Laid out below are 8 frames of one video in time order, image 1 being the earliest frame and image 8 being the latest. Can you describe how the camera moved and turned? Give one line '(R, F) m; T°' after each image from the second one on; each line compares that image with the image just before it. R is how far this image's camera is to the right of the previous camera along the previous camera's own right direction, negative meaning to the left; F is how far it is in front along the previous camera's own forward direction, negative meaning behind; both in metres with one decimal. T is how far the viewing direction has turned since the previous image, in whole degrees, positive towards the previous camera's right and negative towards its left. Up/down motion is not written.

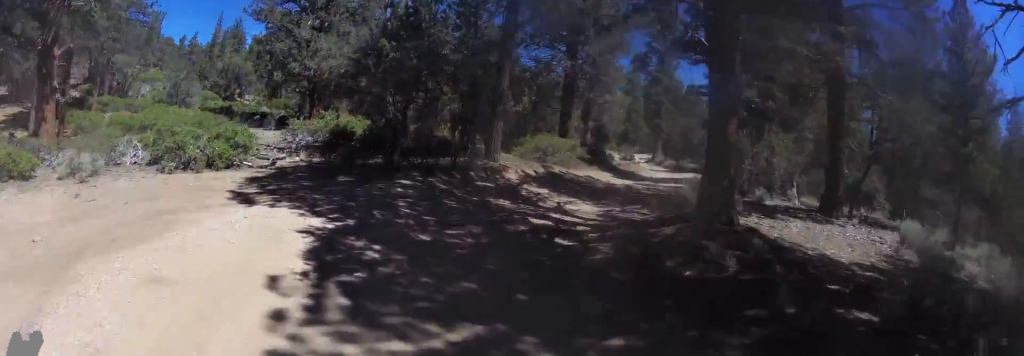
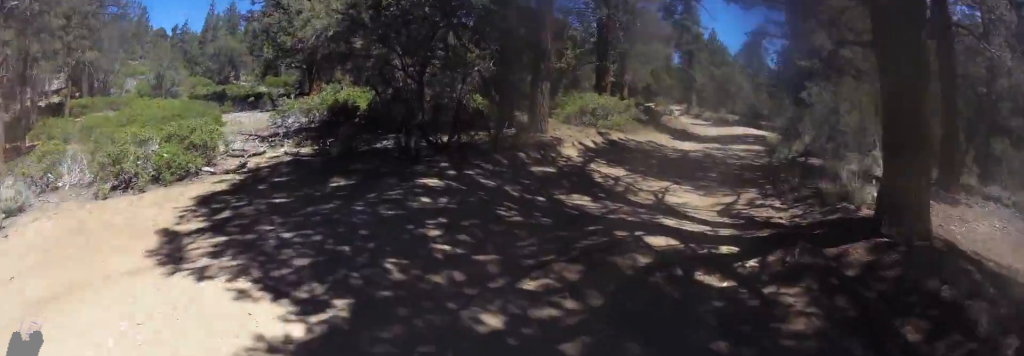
(-0.1, +4.6) m; +1°
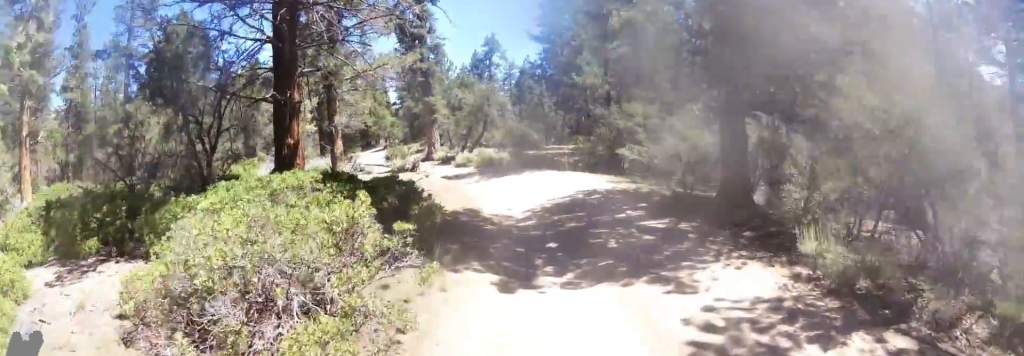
(+3.4, +13.9) m; +32°
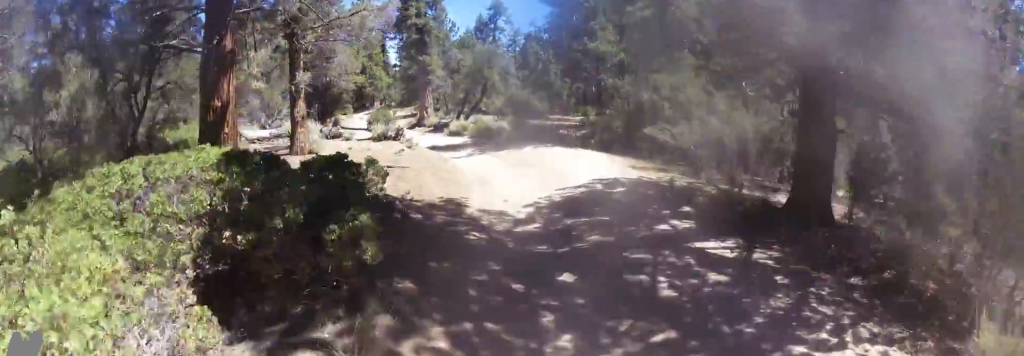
(+0.2, +3.5) m; +8°
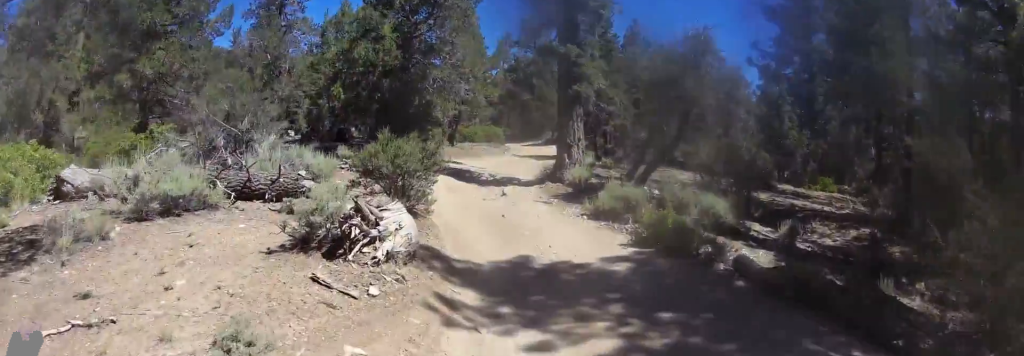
(+2.1, +15.1) m; -2°
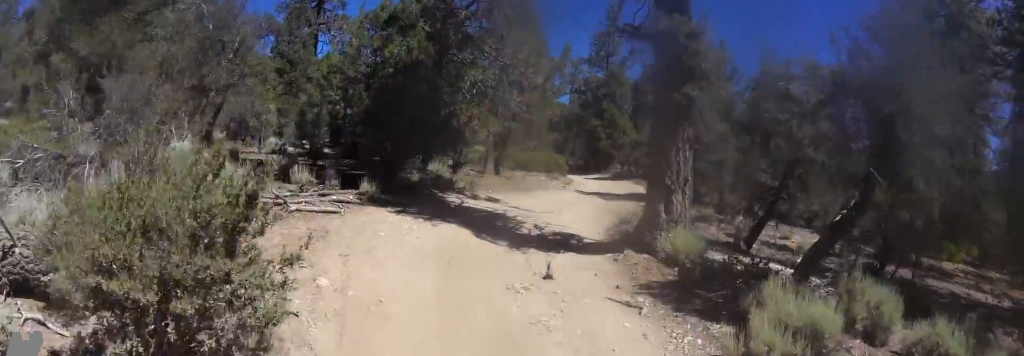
(-1.0, +7.0) m; -15°
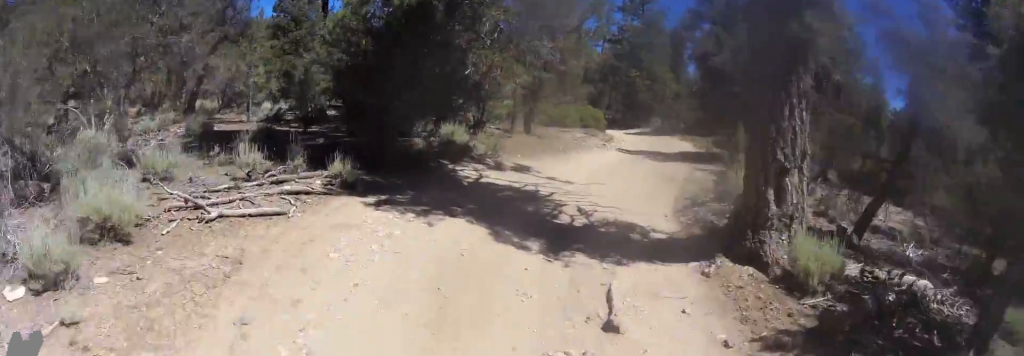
(-0.2, +3.5) m; -7°
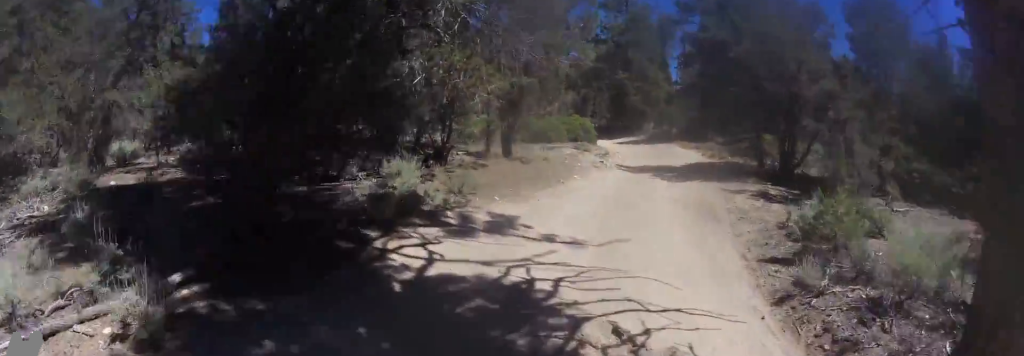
(-0.4, +4.6) m; -4°
